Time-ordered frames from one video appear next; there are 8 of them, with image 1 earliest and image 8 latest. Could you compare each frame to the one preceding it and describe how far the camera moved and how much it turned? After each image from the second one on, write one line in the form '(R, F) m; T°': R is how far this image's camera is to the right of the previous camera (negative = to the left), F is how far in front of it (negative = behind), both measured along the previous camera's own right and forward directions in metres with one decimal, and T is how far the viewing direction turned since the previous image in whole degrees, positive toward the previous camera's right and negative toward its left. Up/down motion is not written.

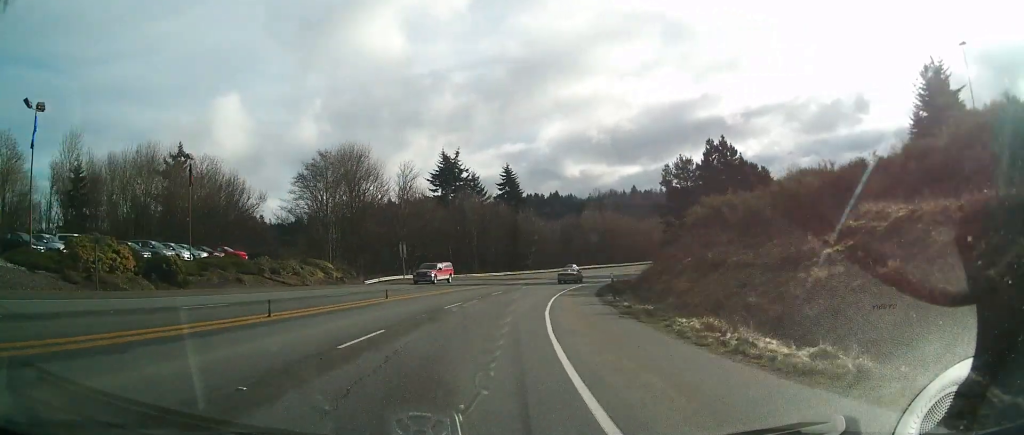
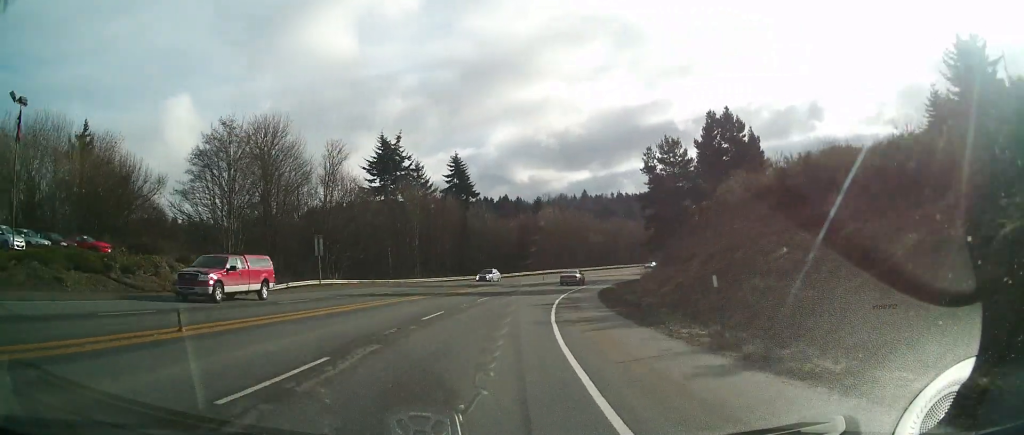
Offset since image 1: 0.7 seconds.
(+0.9, +16.9) m; +6°
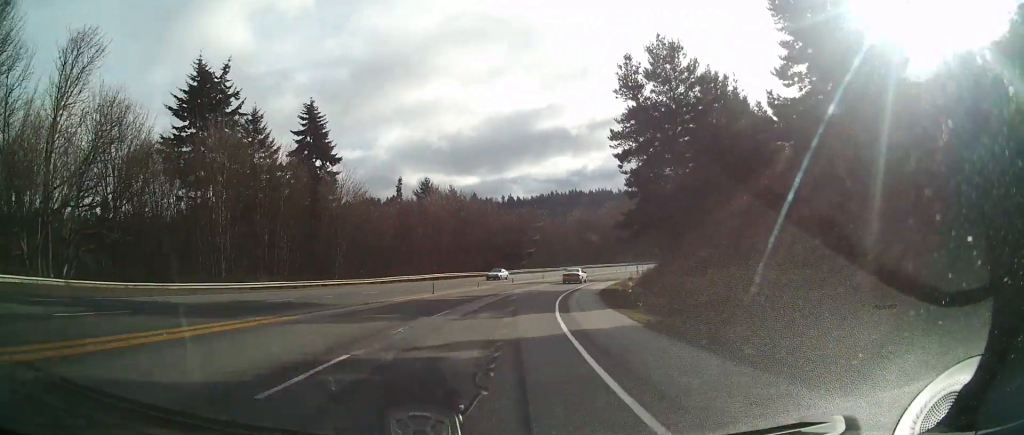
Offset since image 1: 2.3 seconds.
(+3.6, +36.5) m; +9°
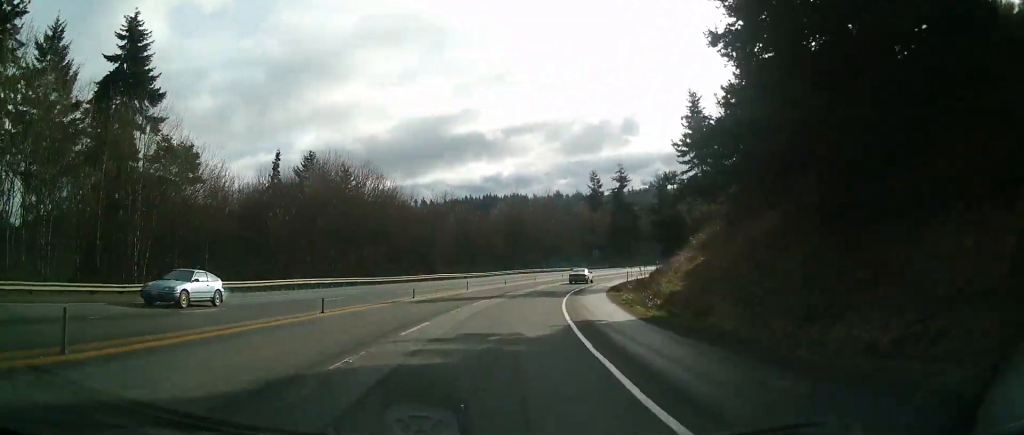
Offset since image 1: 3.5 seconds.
(+1.3, +29.4) m; +6°
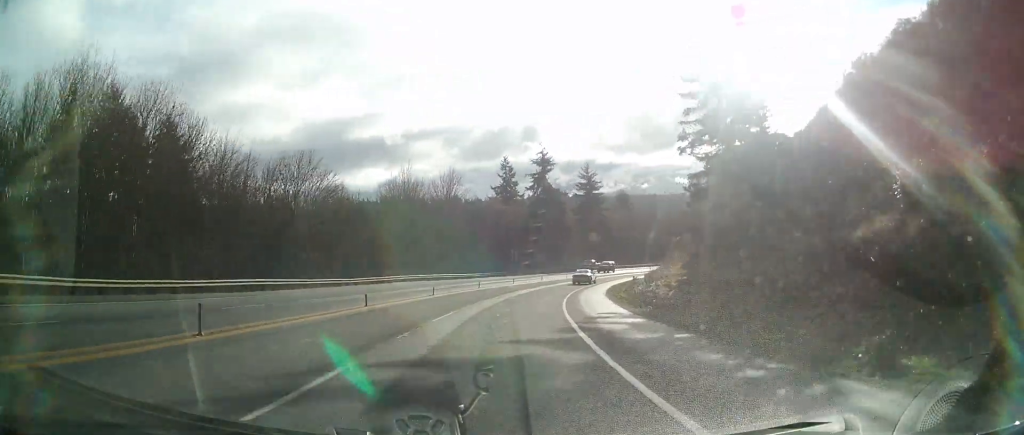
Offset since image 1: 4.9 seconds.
(+2.2, +33.0) m; +8°
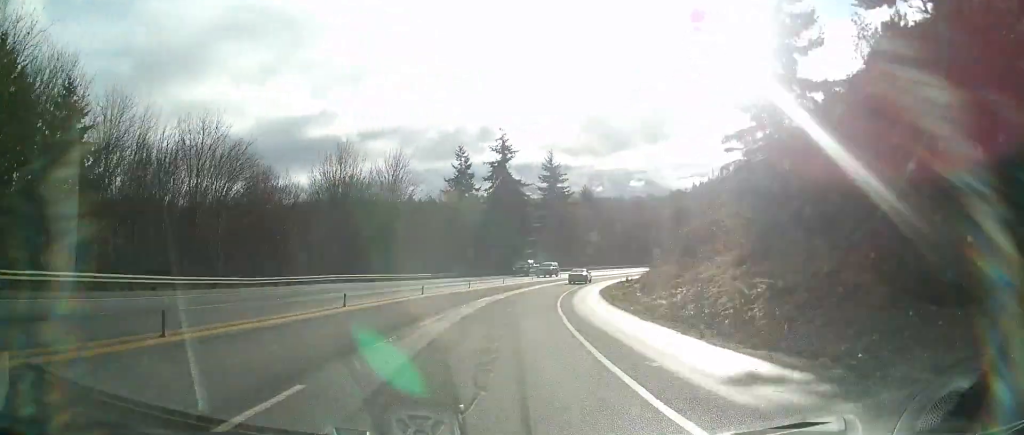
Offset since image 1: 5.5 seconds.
(+0.1, +13.8) m; +4°
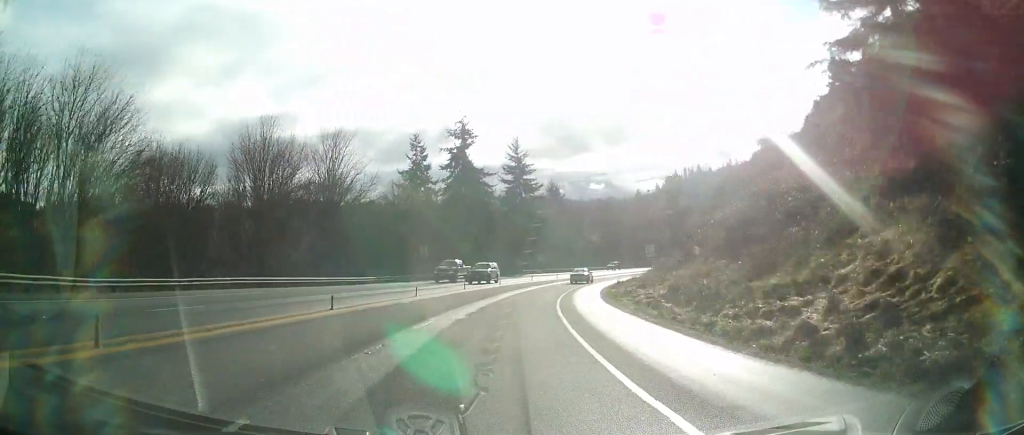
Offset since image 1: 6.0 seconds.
(+0.8, +13.9) m; +6°
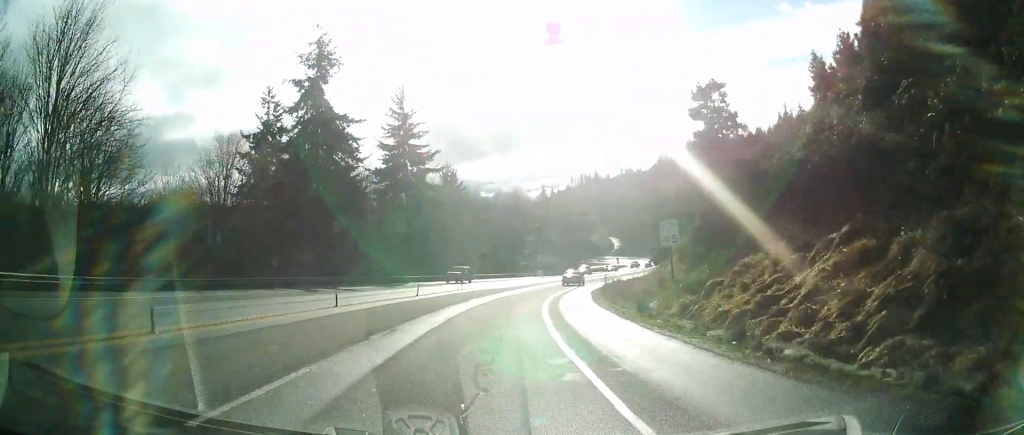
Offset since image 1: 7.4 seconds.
(+4.1, +34.4) m; +10°
